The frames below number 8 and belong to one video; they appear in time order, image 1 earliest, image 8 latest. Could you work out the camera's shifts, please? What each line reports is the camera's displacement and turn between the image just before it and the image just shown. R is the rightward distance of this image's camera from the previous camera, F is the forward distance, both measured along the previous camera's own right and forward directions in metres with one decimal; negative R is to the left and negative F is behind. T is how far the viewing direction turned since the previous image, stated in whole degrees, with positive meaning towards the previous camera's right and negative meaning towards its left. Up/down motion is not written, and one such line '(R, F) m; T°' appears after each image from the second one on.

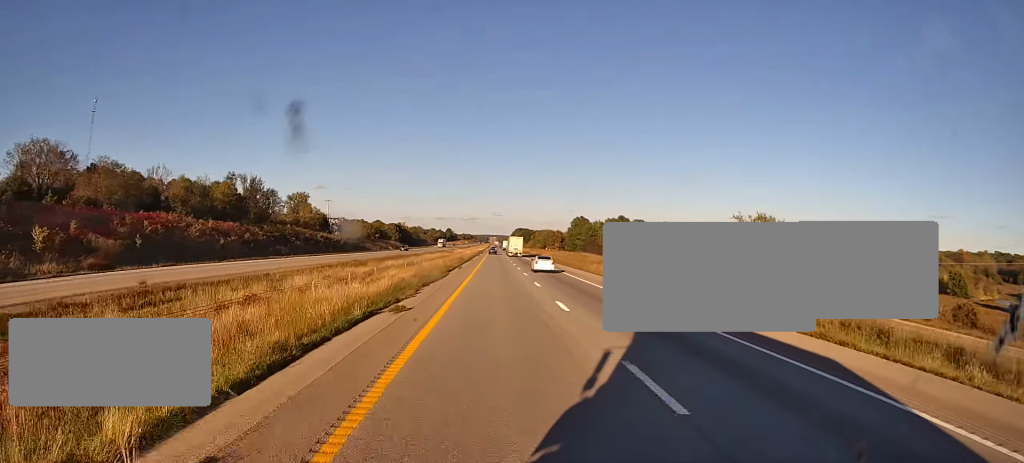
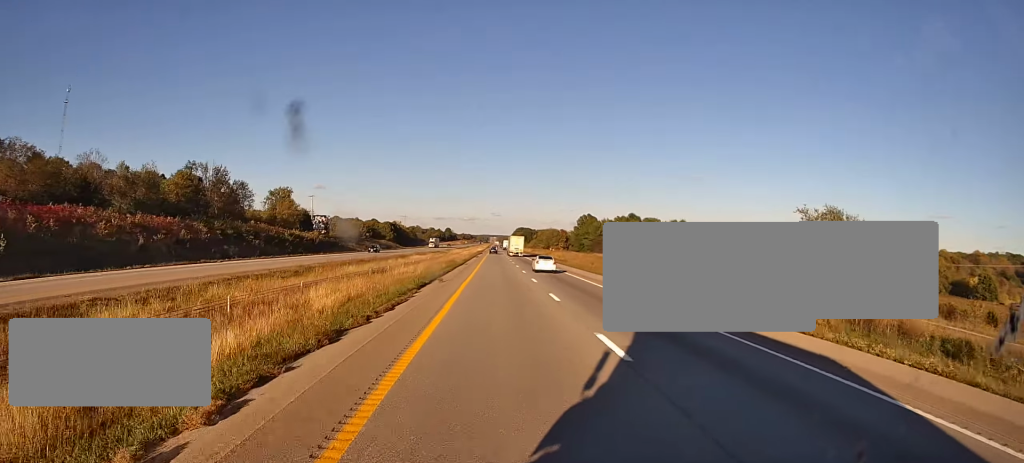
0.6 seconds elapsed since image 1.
(-0.1, +20.7) m; 0°
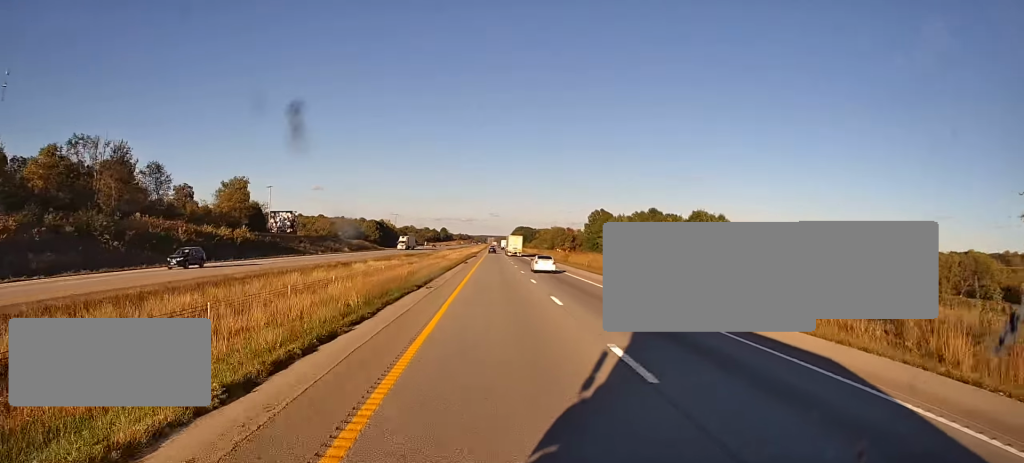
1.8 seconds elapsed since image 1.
(+0.1, +38.3) m; 0°
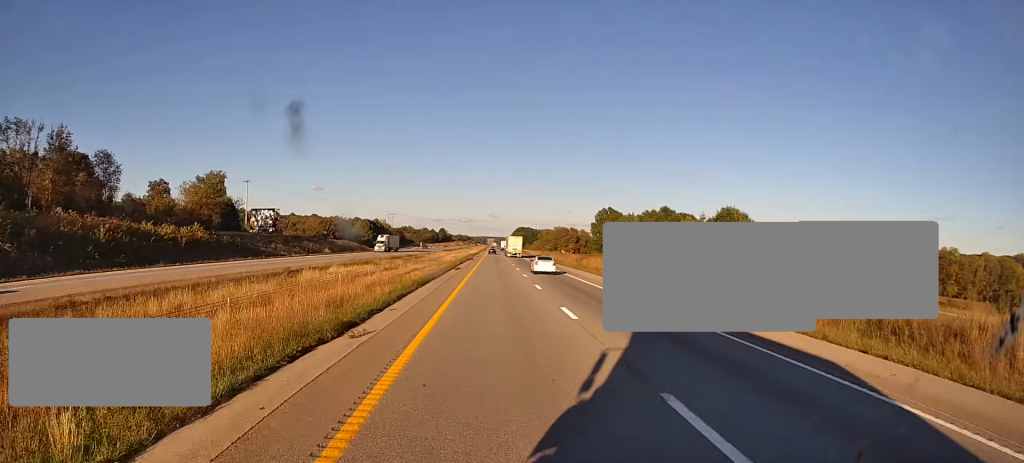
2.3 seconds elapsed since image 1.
(-0.1, +16.3) m; 0°
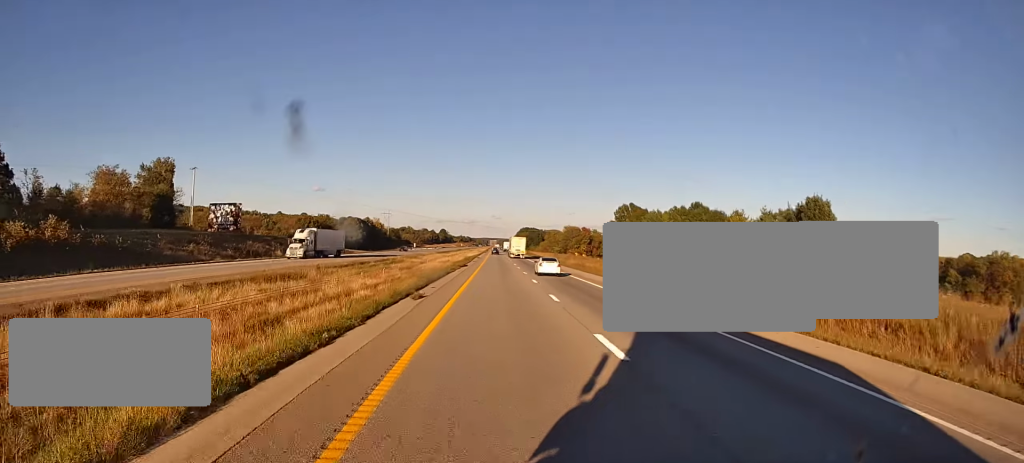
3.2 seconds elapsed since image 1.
(+0.2, +30.6) m; 0°
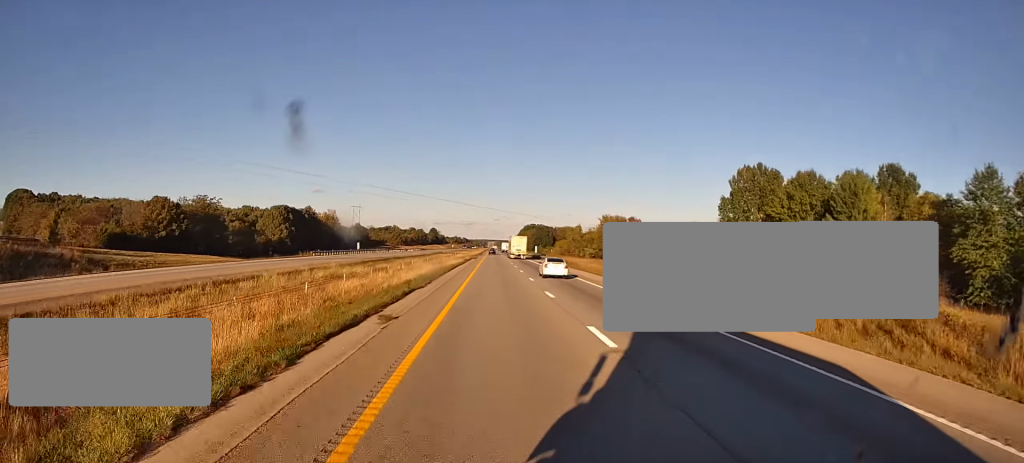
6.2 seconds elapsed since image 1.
(-0.5, +96.0) m; 0°
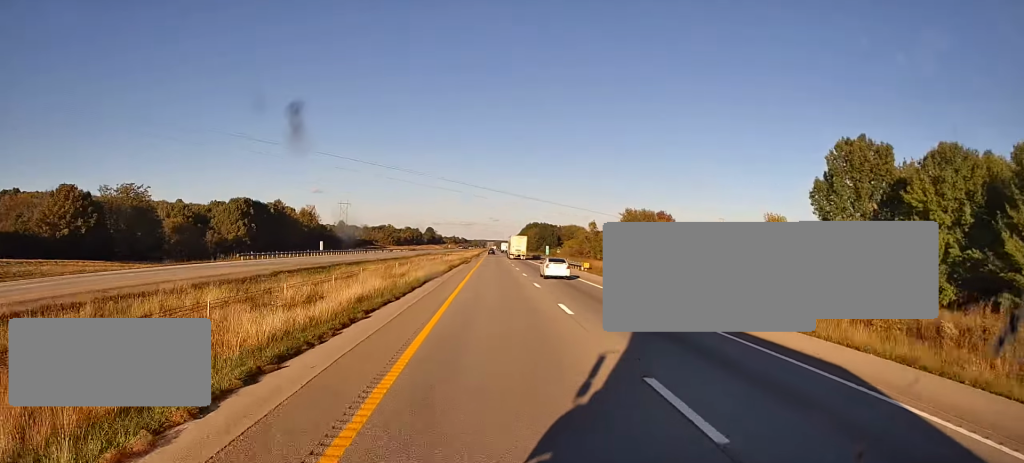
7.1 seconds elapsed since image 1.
(0.0, +30.5) m; 0°
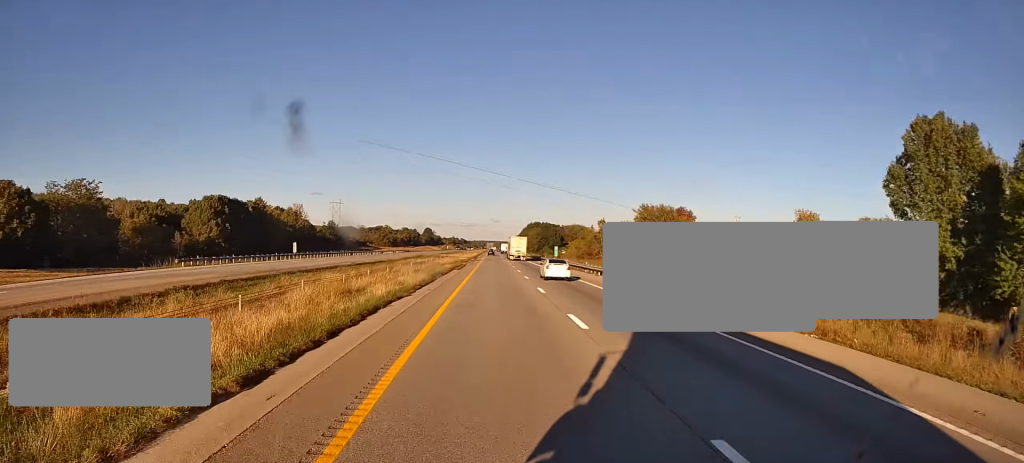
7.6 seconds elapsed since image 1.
(-0.3, +15.3) m; +1°
